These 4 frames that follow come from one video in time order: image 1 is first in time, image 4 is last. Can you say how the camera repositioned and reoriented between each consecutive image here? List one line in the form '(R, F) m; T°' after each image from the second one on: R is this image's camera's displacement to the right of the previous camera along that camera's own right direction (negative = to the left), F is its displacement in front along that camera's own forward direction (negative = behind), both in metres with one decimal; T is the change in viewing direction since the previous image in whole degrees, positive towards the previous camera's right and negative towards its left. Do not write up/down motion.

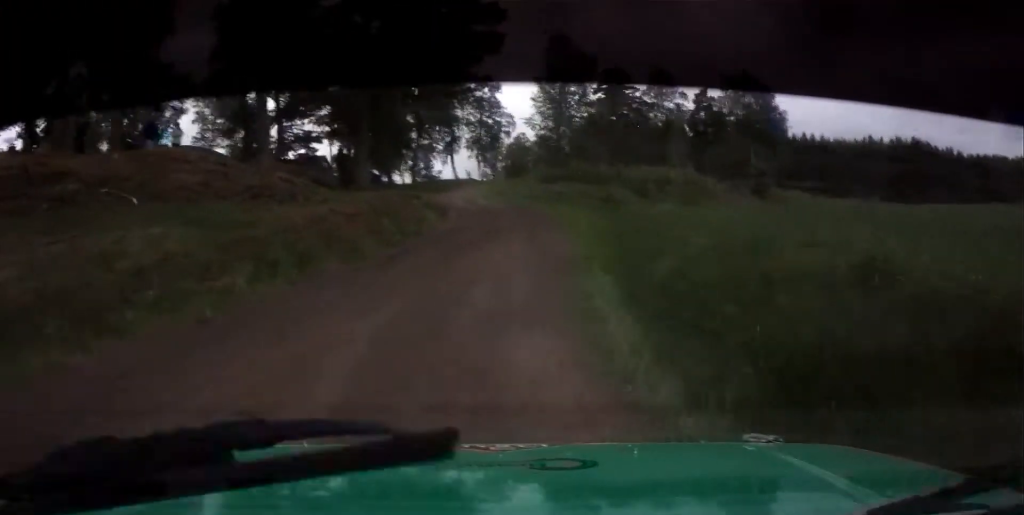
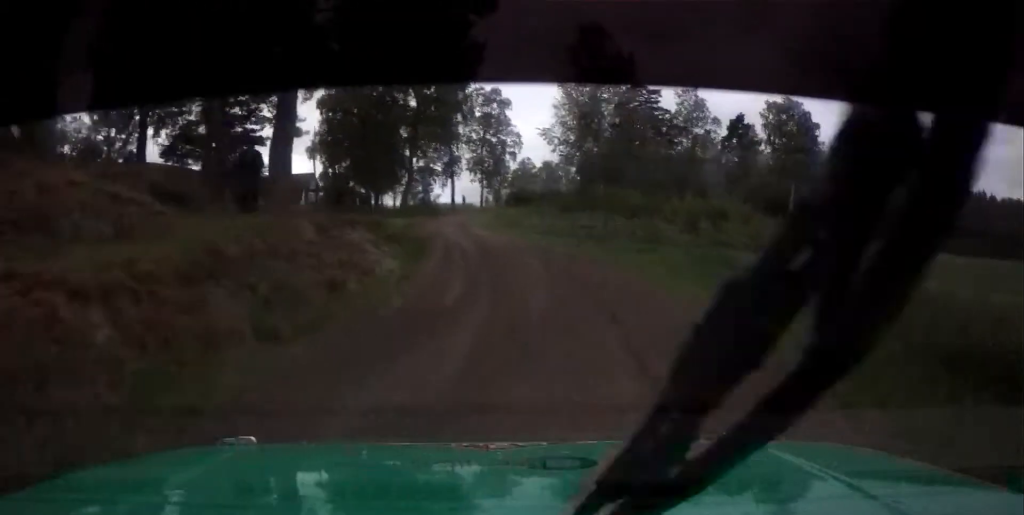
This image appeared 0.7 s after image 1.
(+1.1, +13.0) m; +4°
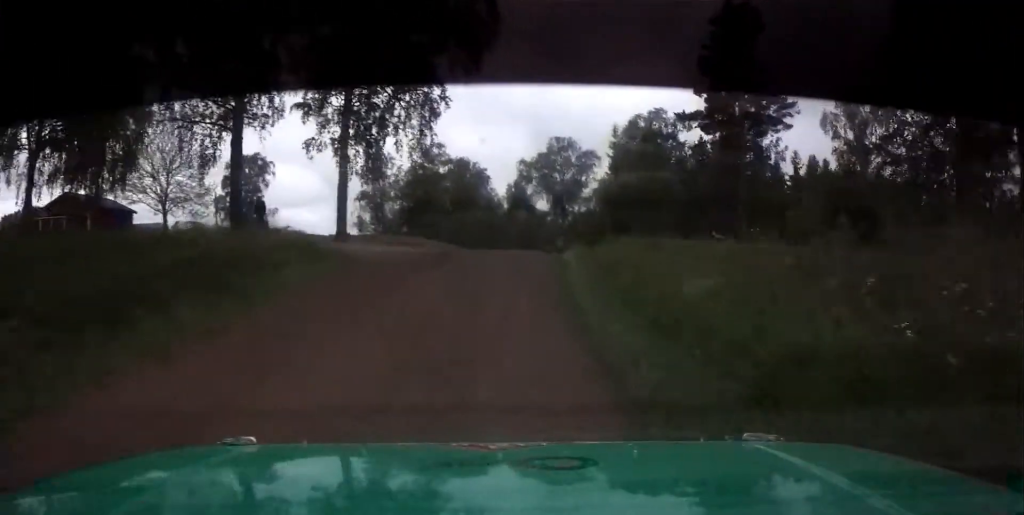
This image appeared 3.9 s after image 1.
(+2.0, +74.6) m; +11°
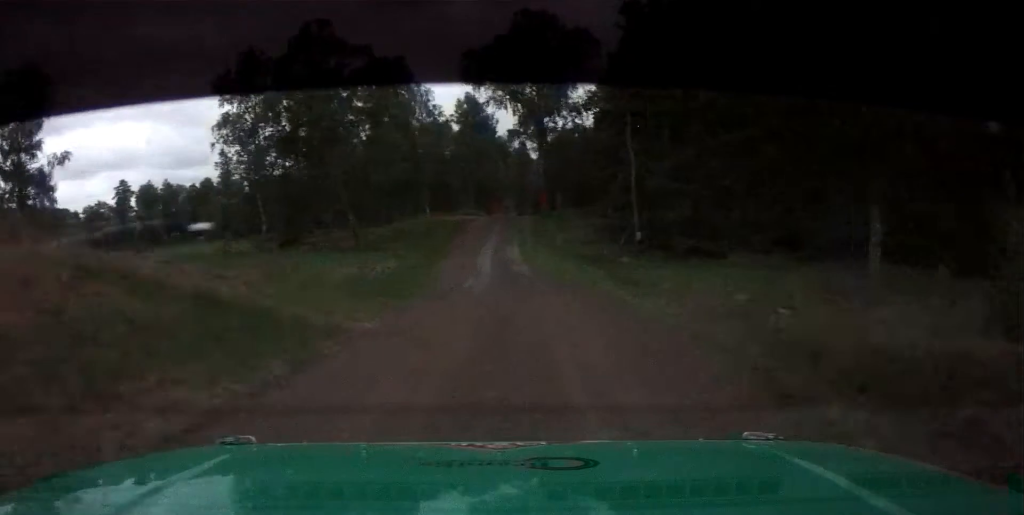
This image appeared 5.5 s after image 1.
(+2.4, +40.5) m; +3°
